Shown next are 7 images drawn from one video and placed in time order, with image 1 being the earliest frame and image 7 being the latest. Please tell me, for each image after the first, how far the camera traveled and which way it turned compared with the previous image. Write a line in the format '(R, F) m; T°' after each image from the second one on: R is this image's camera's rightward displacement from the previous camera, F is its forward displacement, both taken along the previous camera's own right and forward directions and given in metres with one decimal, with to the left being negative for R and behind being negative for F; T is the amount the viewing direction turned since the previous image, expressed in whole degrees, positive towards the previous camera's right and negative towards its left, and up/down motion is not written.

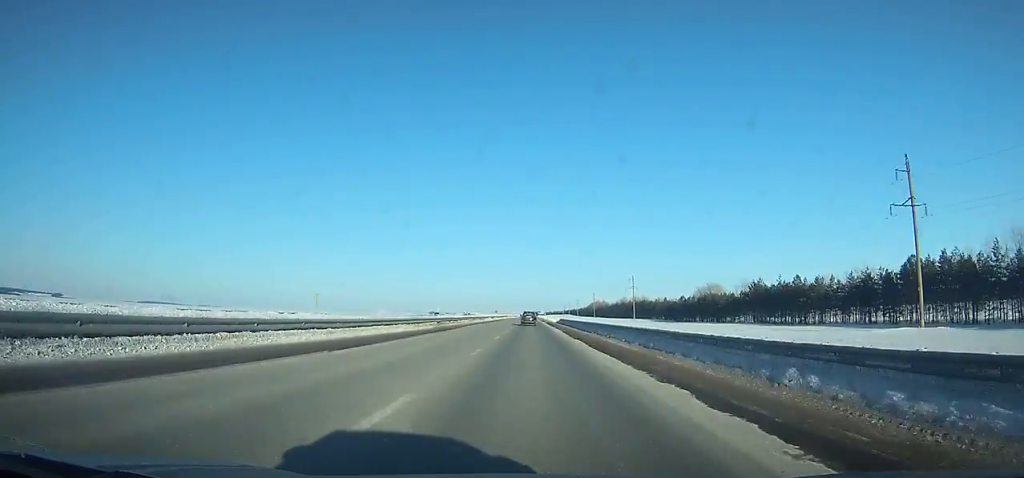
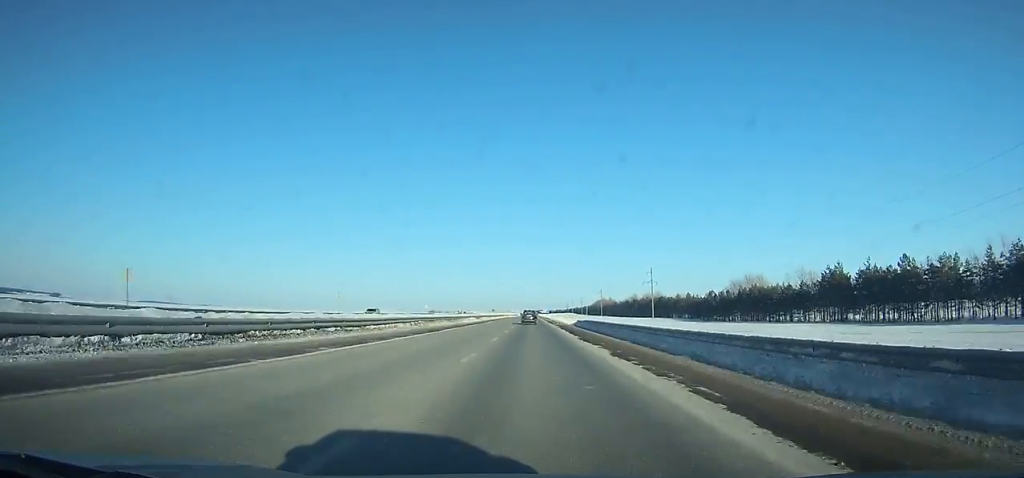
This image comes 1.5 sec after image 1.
(0.0, +39.0) m; 0°
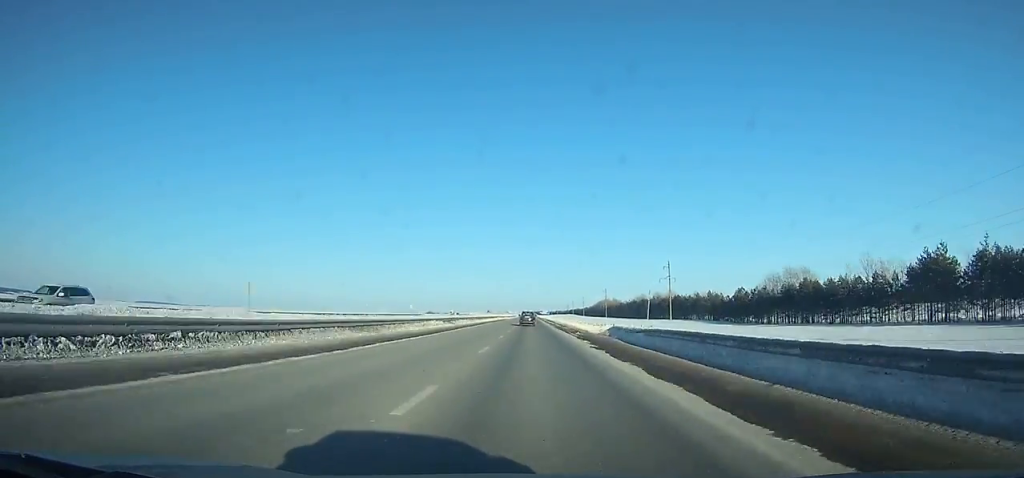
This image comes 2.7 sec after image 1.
(0.0, +31.2) m; 0°
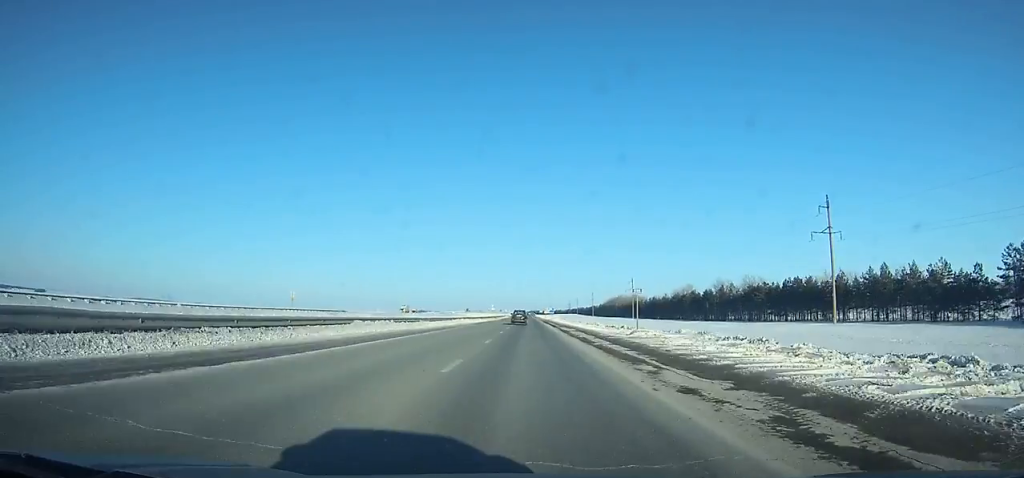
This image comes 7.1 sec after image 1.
(+0.3, +115.0) m; 0°
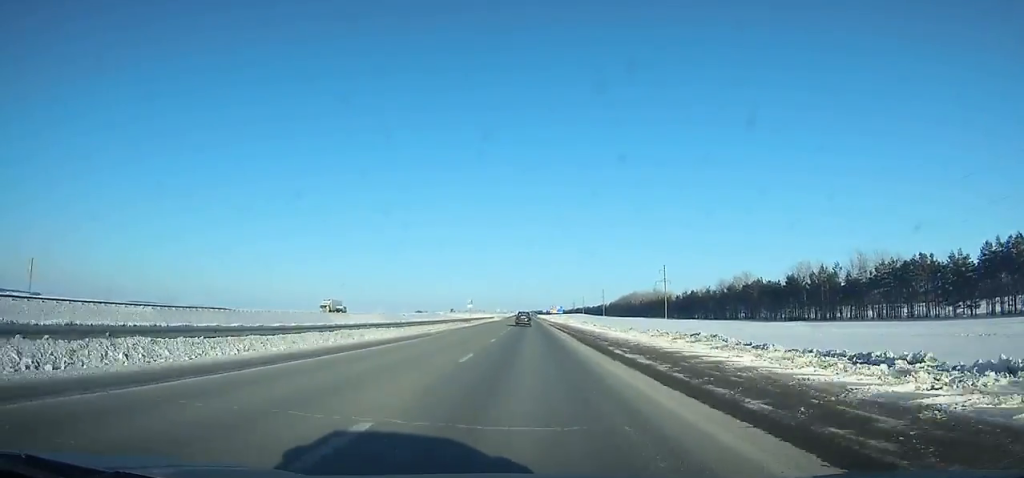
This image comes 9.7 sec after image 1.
(+0.1, +68.2) m; 0°
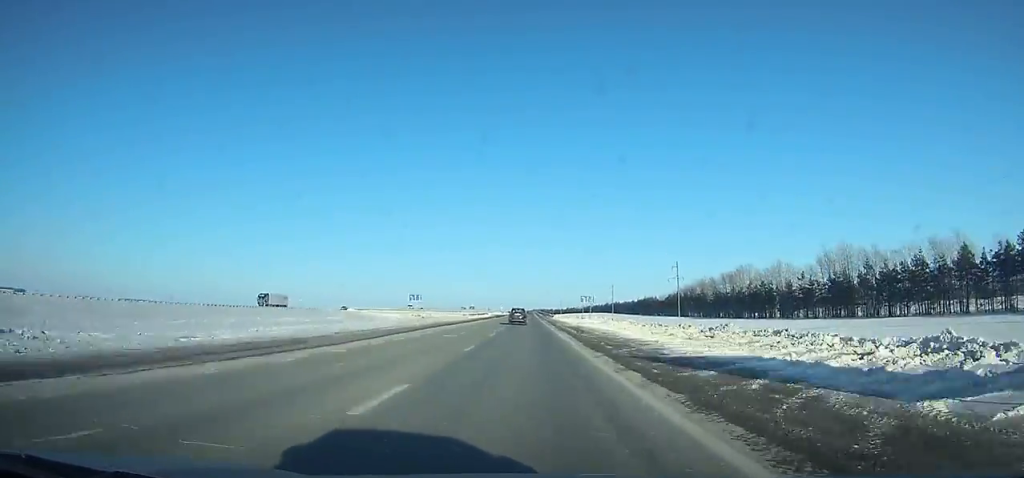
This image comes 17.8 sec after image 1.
(+0.1, +209.7) m; 0°
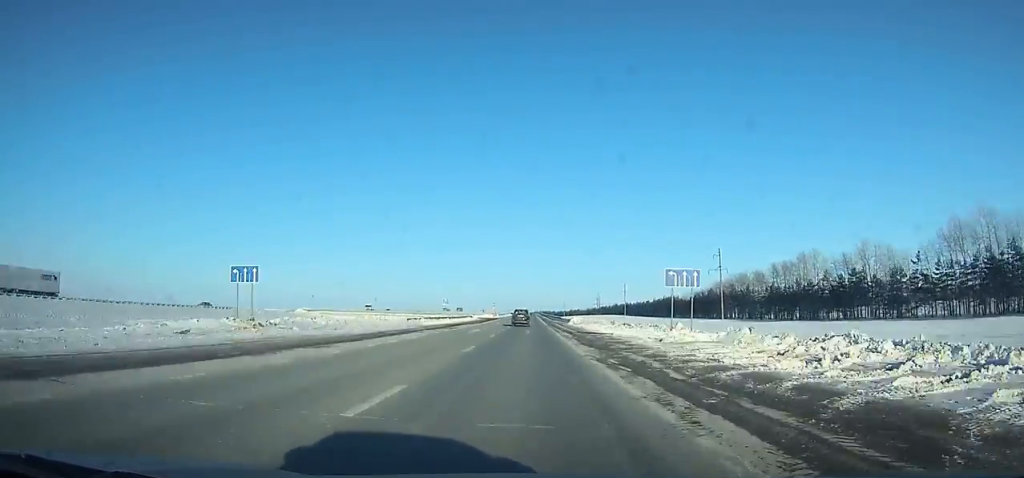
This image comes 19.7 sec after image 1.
(-0.1, +48.3) m; 0°
